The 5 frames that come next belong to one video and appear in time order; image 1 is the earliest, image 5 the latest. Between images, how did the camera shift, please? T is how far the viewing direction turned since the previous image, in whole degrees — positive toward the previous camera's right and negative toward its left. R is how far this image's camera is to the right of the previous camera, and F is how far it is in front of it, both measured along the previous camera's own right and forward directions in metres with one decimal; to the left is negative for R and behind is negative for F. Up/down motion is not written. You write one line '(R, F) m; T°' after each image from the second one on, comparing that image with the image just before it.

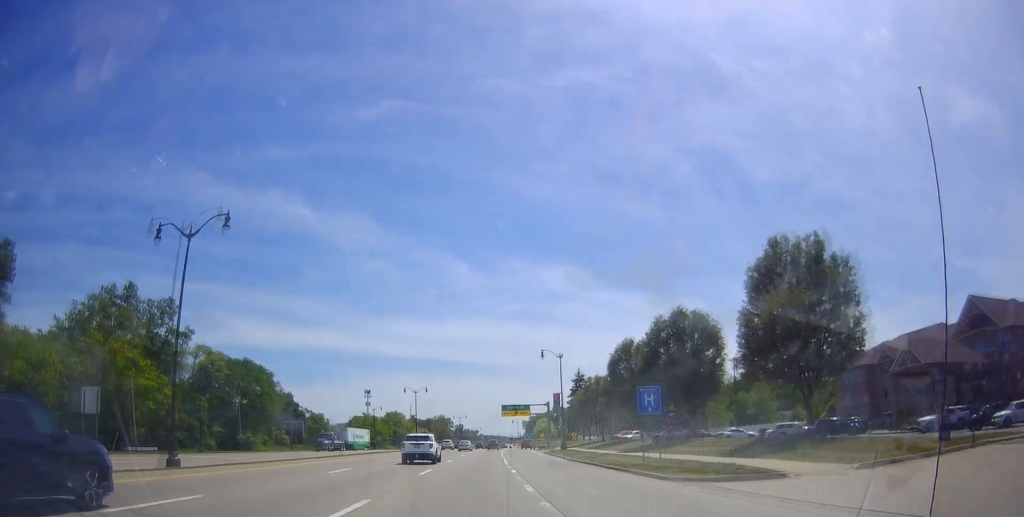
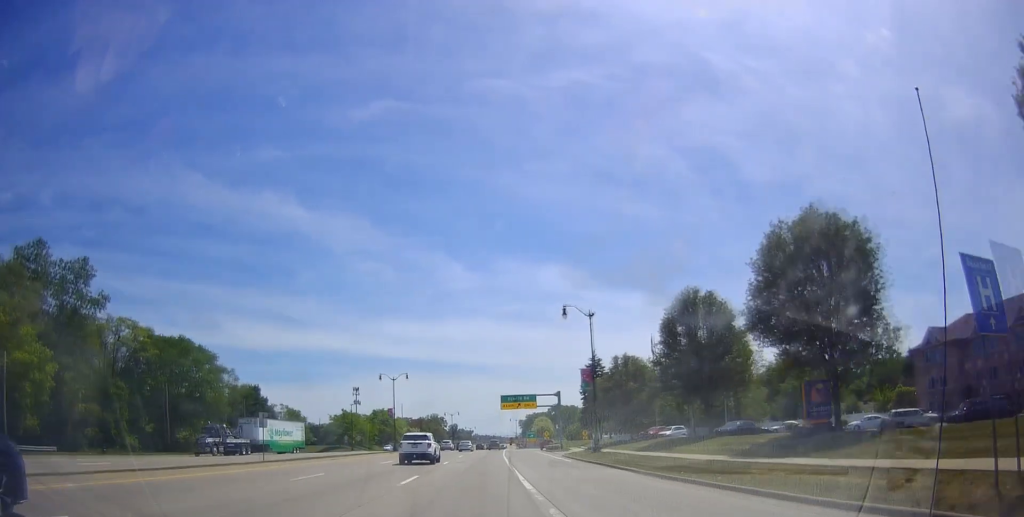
(-0.3, +20.3) m; -1°
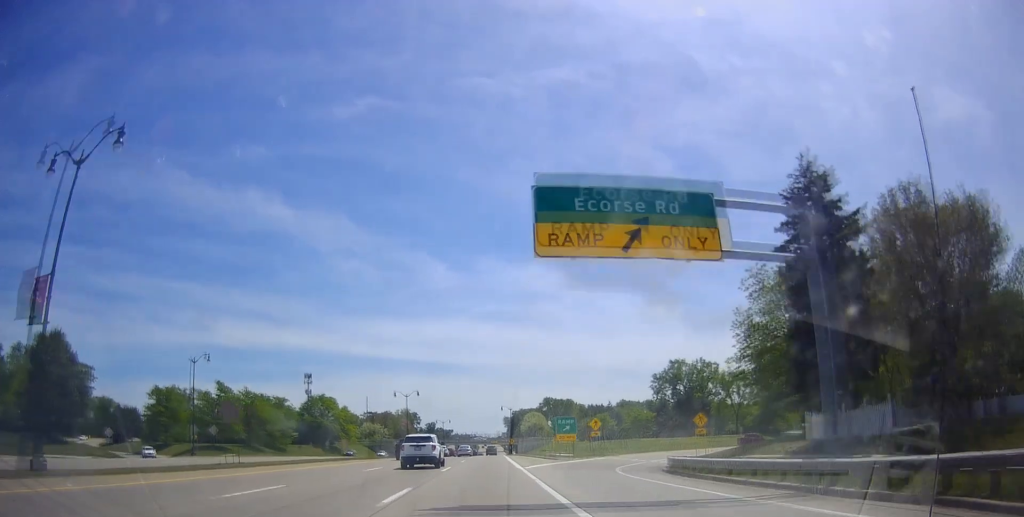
(+1.4, +67.0) m; +3°
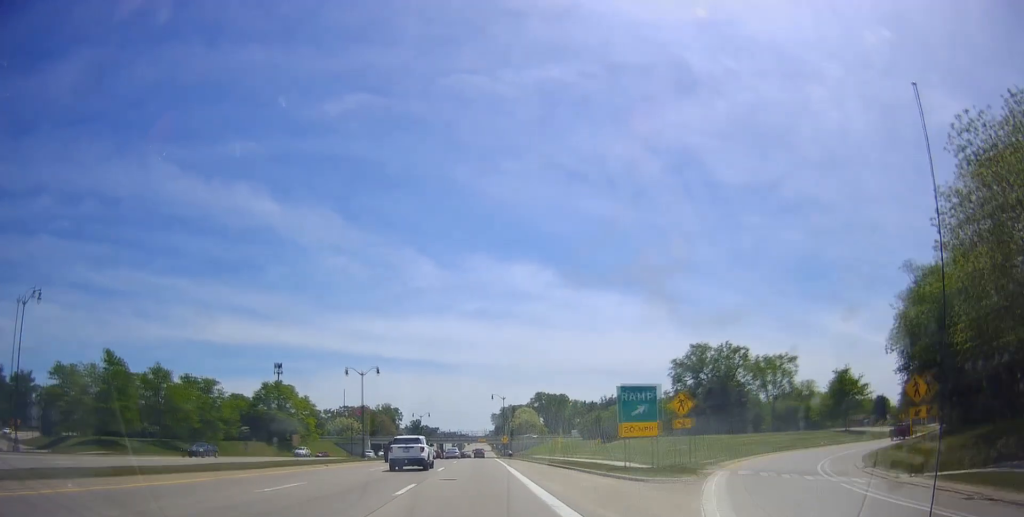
(+0.4, +28.2) m; 0°
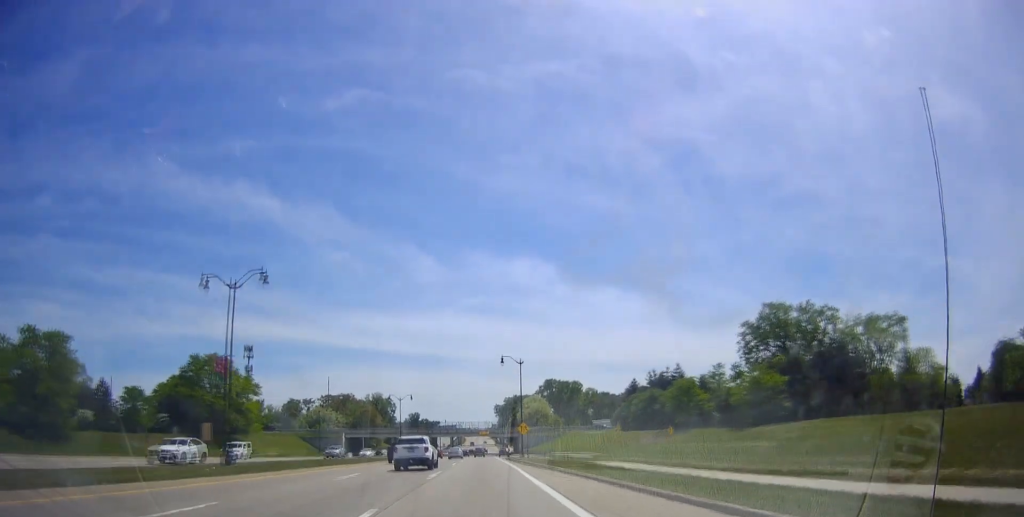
(-0.7, +40.4) m; 0°
